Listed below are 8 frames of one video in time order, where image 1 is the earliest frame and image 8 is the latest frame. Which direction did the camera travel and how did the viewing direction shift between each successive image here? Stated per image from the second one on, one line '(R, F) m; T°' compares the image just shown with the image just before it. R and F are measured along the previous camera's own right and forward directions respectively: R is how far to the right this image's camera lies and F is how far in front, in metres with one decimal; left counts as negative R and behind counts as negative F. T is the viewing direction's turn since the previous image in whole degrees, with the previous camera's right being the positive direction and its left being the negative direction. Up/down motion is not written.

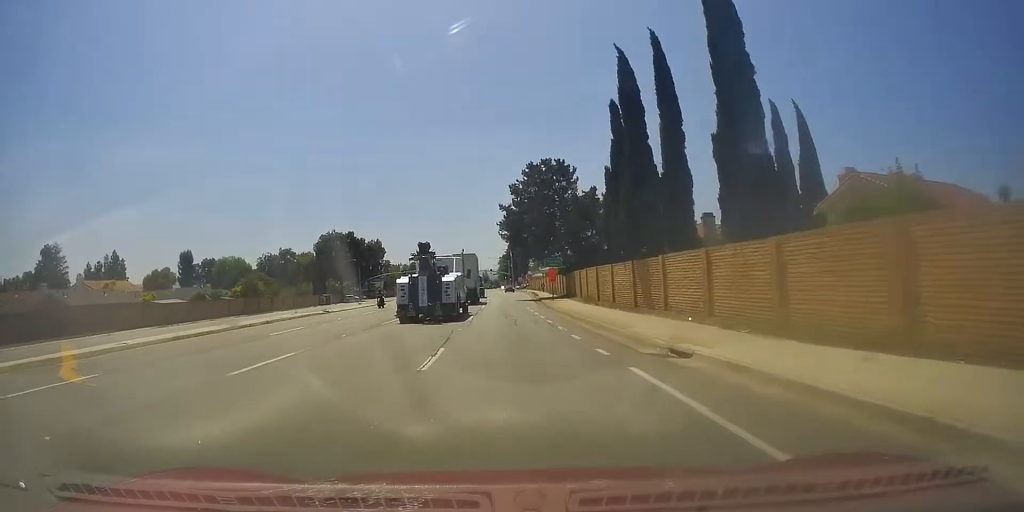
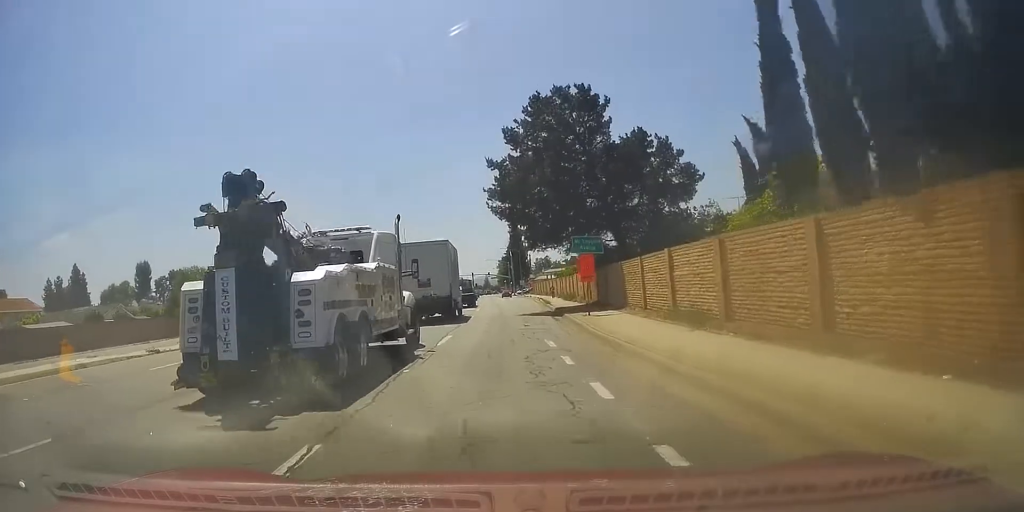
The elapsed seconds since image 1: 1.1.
(+0.3, +24.0) m; 0°
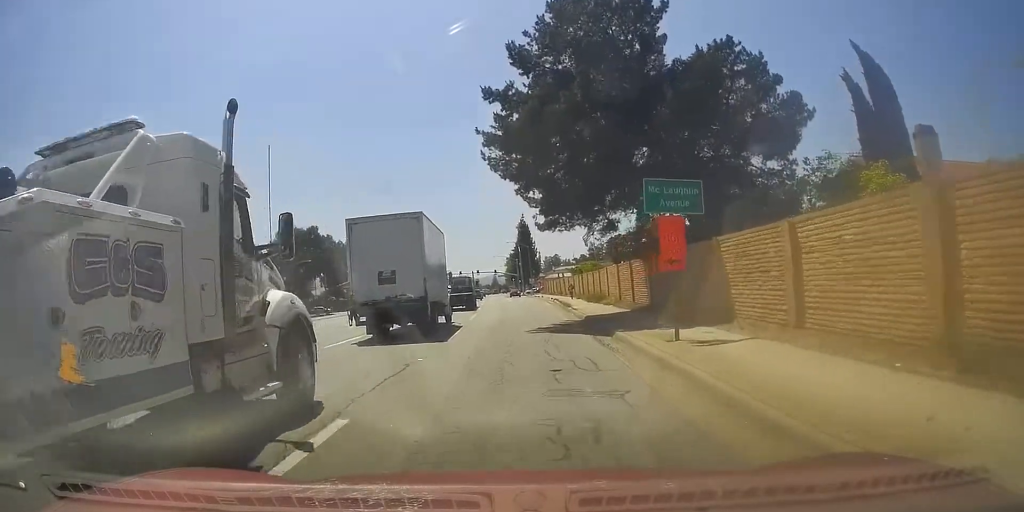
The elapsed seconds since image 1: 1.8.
(-0.1, +13.6) m; 0°
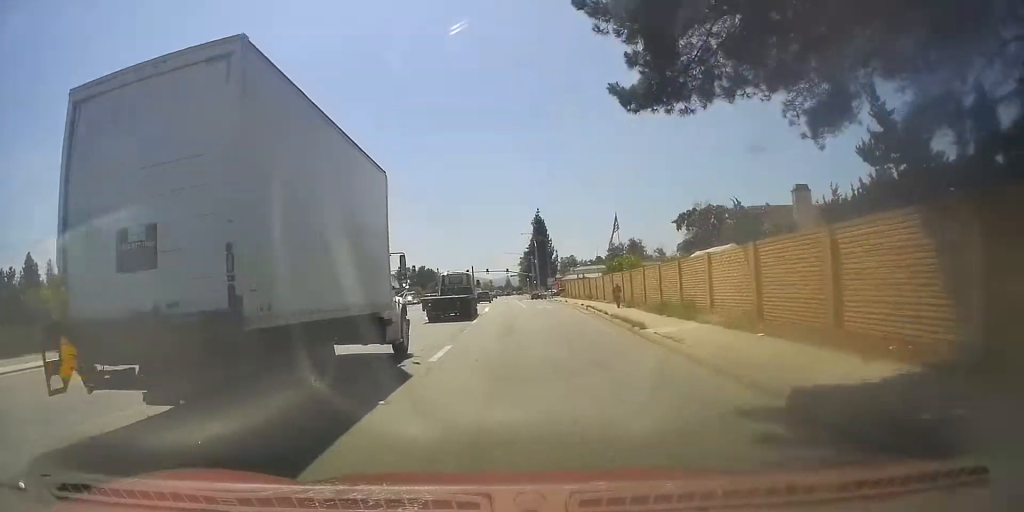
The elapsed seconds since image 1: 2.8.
(-0.1, +19.6) m; -1°
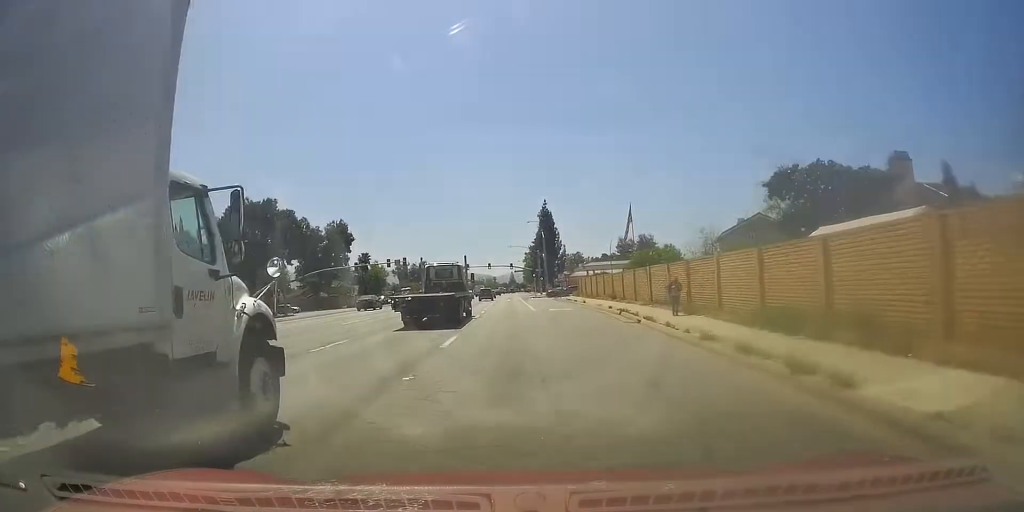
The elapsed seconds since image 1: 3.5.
(+0.3, +12.8) m; -1°
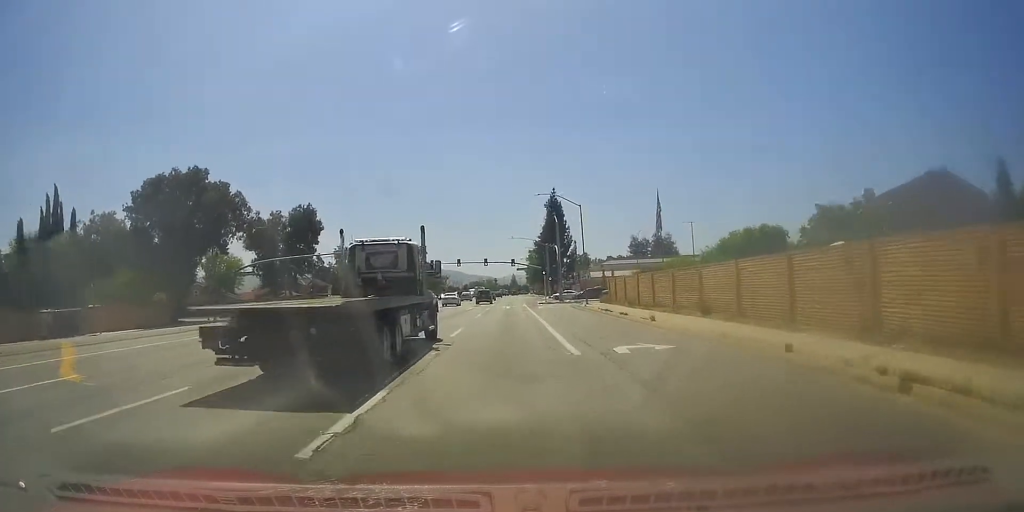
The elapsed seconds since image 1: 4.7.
(-0.8, +25.0) m; -1°
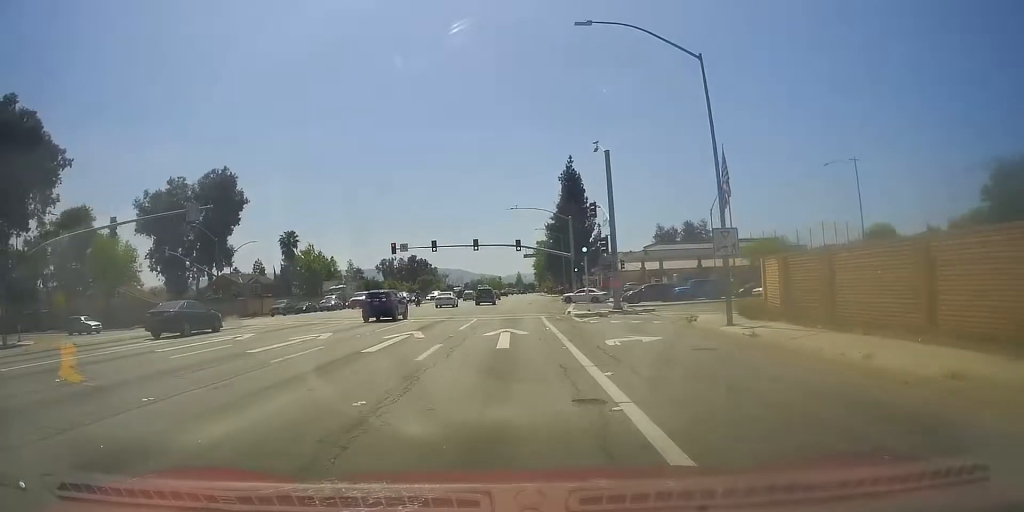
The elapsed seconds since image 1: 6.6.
(-0.4, +36.6) m; -1°
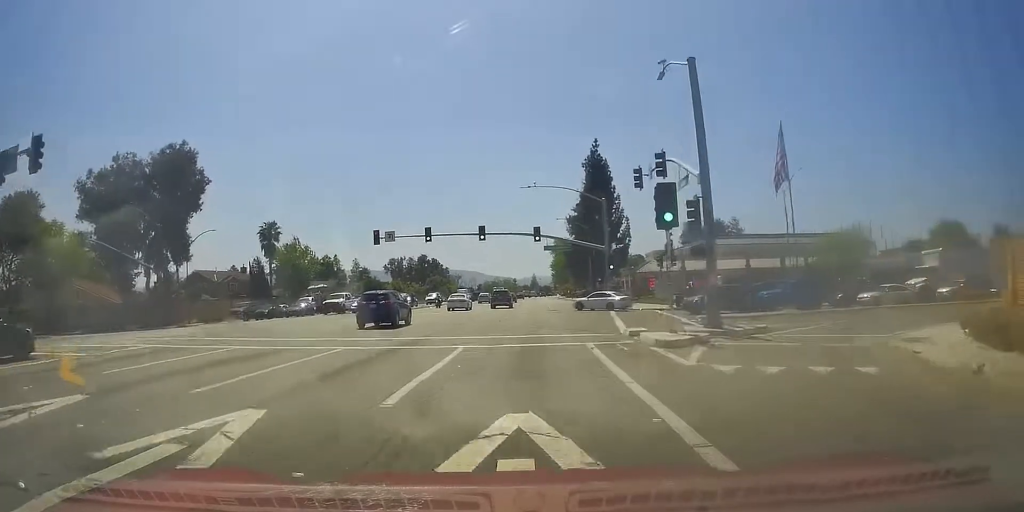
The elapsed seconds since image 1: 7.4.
(0.0, +14.6) m; +1°
